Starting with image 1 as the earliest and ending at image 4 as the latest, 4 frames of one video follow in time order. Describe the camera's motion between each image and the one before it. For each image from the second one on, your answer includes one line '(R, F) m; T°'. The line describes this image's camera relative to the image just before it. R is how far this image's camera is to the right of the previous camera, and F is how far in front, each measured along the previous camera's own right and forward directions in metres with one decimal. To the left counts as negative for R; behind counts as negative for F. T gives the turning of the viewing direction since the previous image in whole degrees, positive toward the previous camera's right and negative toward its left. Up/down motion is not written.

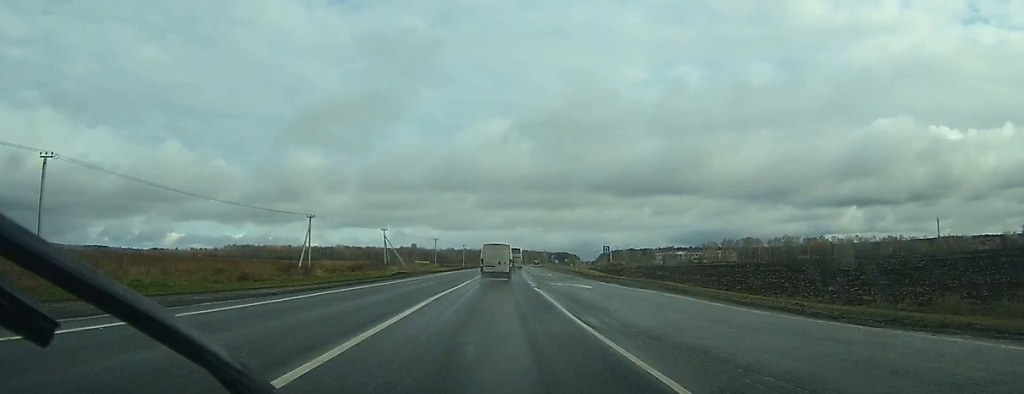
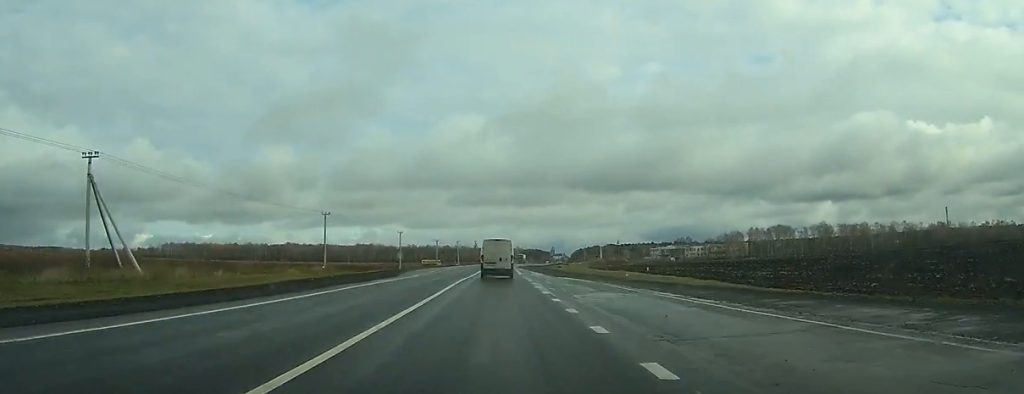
(+2.4, +94.9) m; +3°
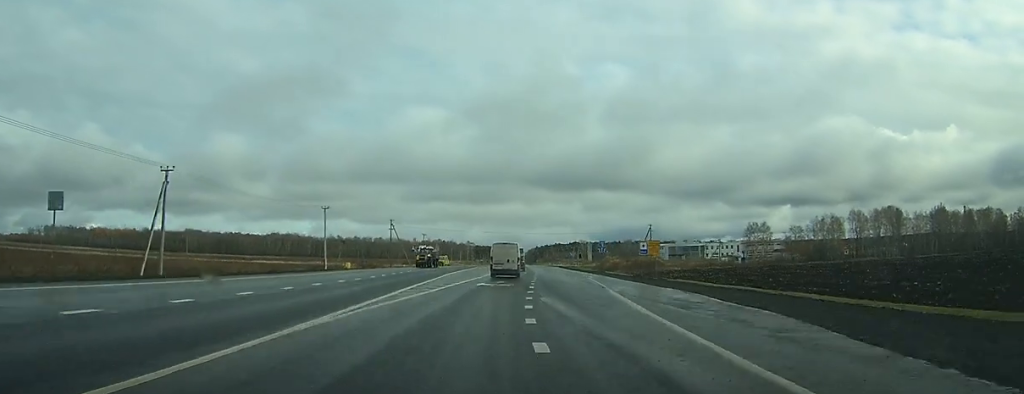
(+6.2, +141.7) m; +6°
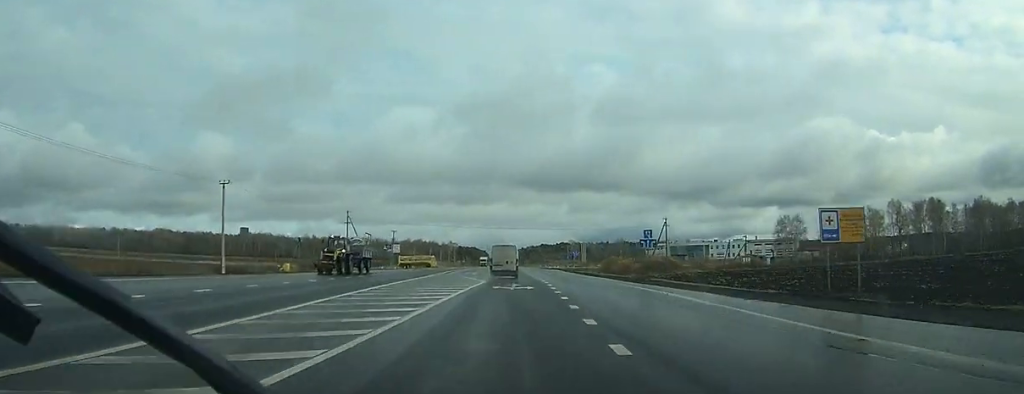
(+0.4, +31.7) m; +2°
